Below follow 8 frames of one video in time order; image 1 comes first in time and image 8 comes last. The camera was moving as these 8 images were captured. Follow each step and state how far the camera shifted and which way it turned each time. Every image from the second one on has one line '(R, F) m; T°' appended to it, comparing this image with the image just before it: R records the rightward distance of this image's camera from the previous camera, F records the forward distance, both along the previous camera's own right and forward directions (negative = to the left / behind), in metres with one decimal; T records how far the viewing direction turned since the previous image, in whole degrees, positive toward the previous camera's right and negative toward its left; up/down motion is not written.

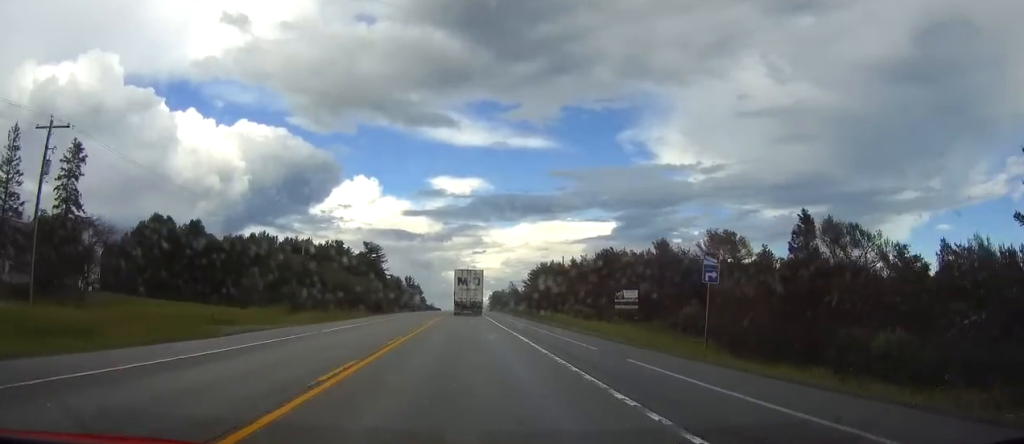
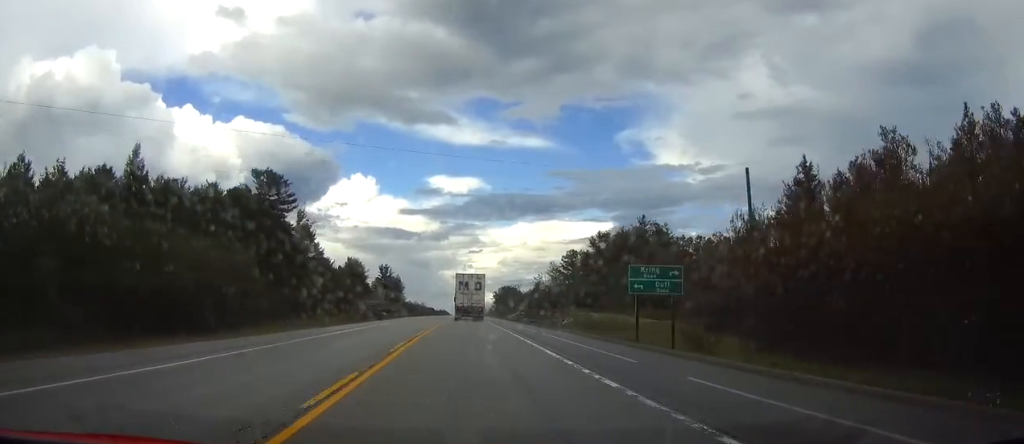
(+0.2, +92.2) m; 0°
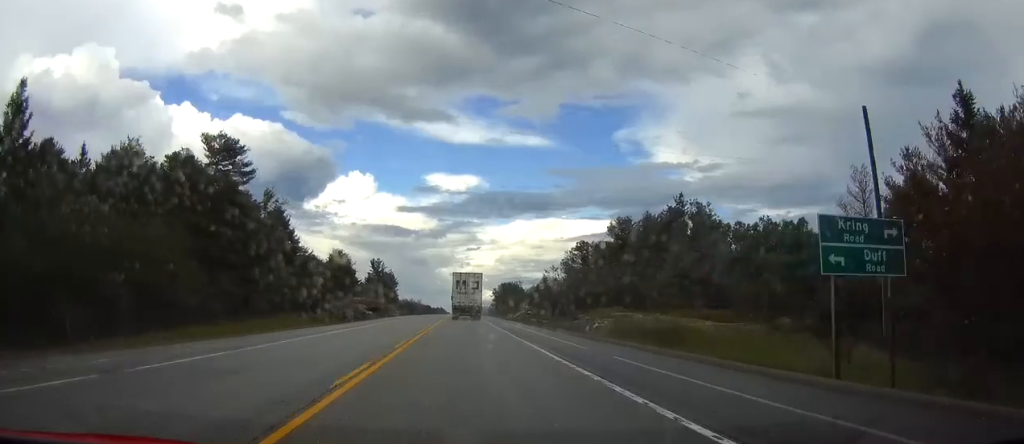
(0.0, +16.6) m; 0°
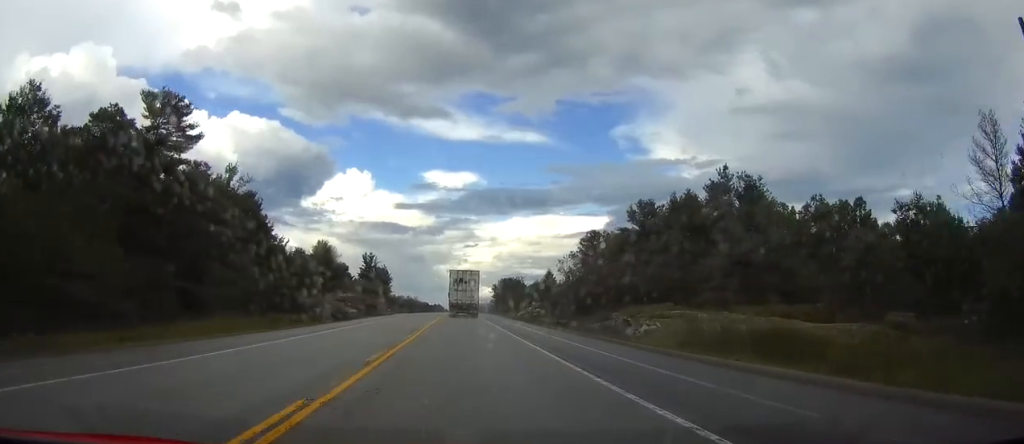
(0.0, +13.7) m; 0°
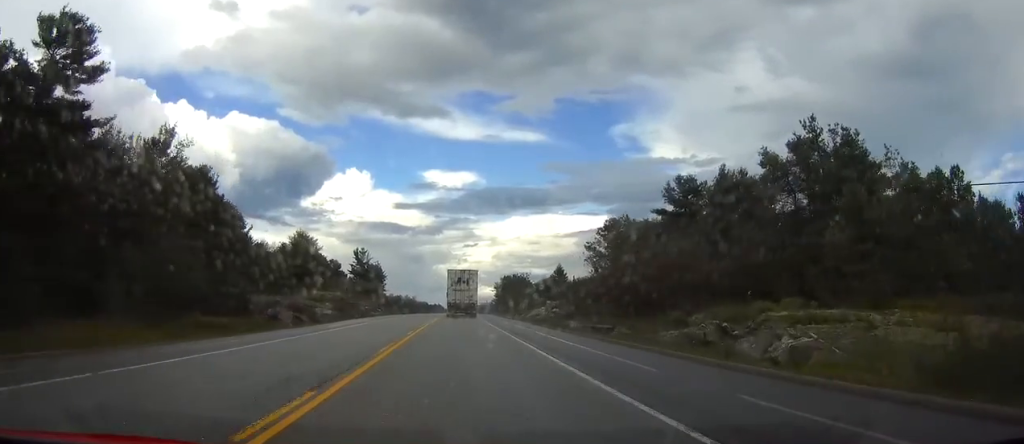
(0.0, +16.6) m; 0°
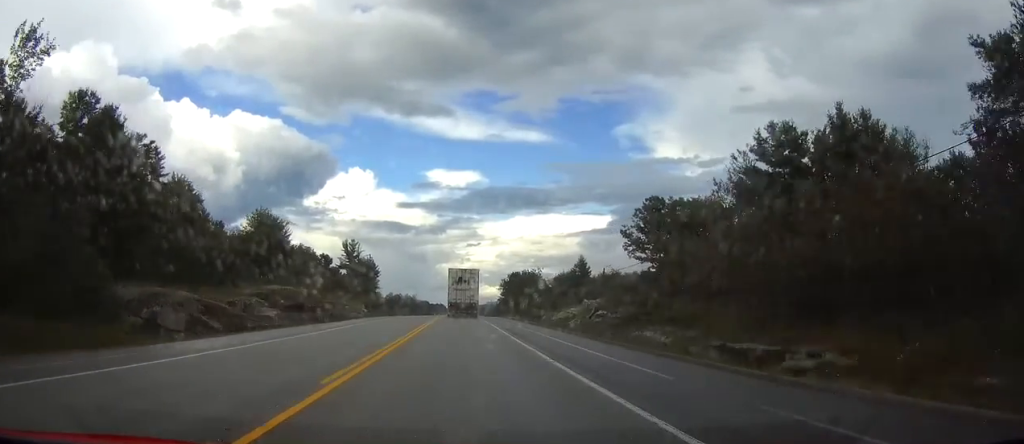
(0.0, +22.5) m; 0°
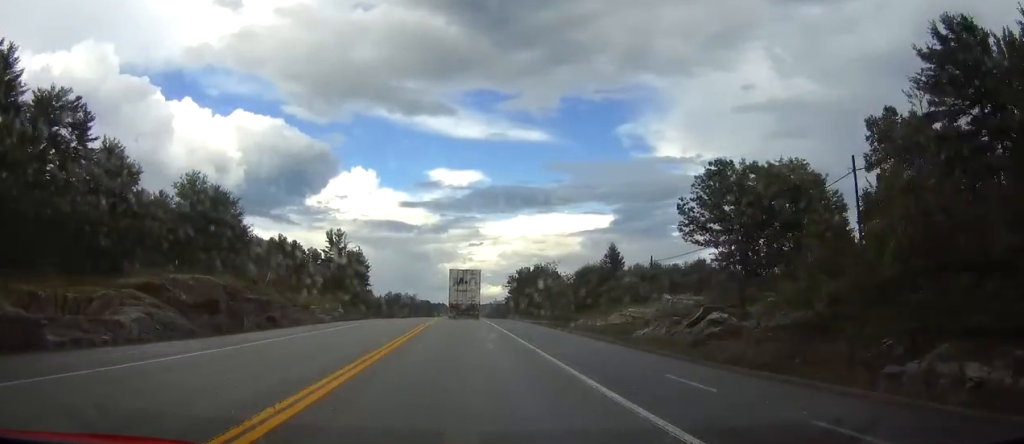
(0.0, +22.6) m; 0°
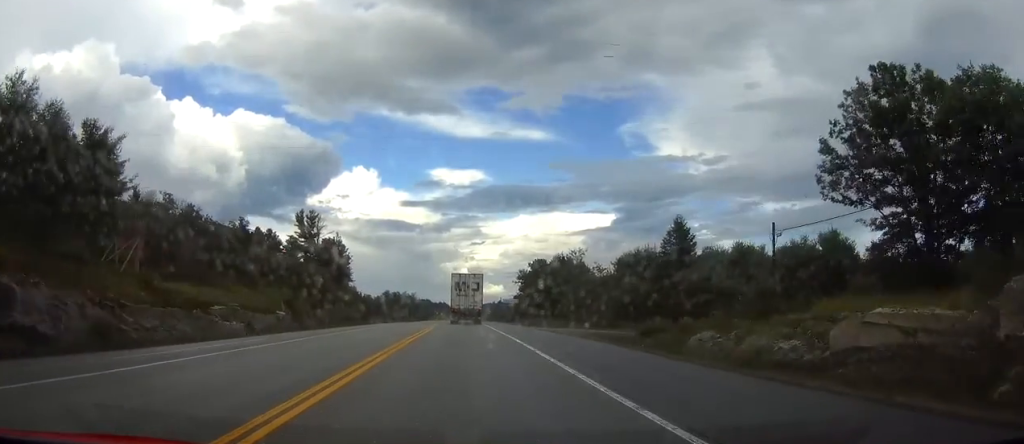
(0.0, +28.5) m; 0°
